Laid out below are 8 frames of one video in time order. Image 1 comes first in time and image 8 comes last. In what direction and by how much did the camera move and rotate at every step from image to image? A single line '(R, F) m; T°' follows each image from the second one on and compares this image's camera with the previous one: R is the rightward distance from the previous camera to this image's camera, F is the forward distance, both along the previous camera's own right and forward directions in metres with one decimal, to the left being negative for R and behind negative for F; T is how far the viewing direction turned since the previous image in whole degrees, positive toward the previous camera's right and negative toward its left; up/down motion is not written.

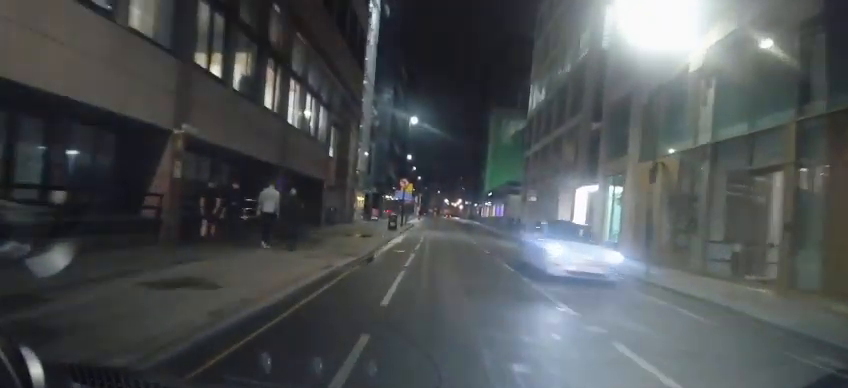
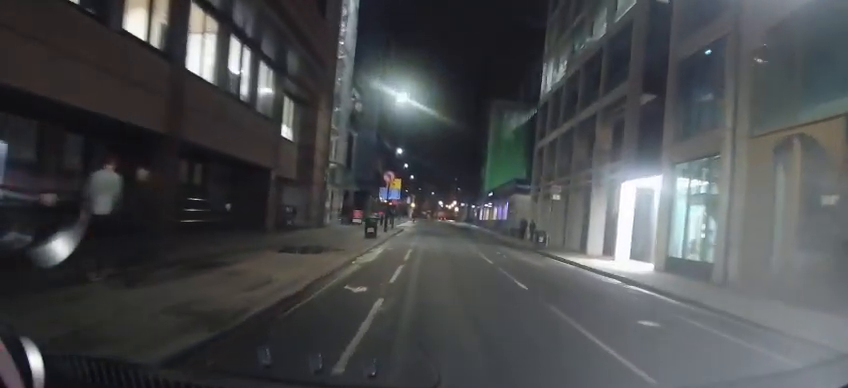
(-0.1, +8.9) m; -3°
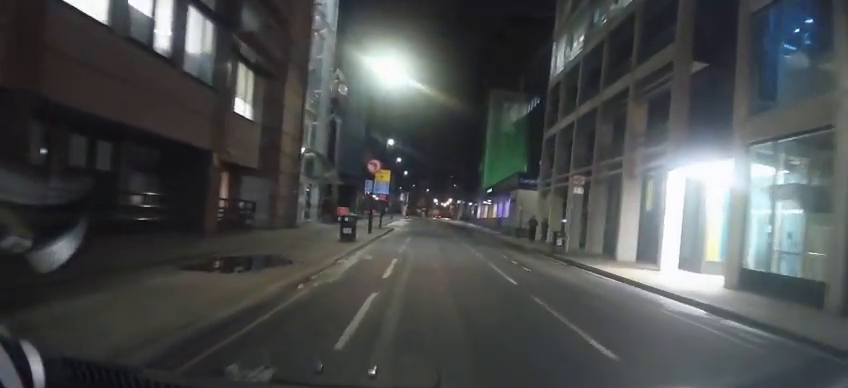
(-0.1, +5.4) m; -2°
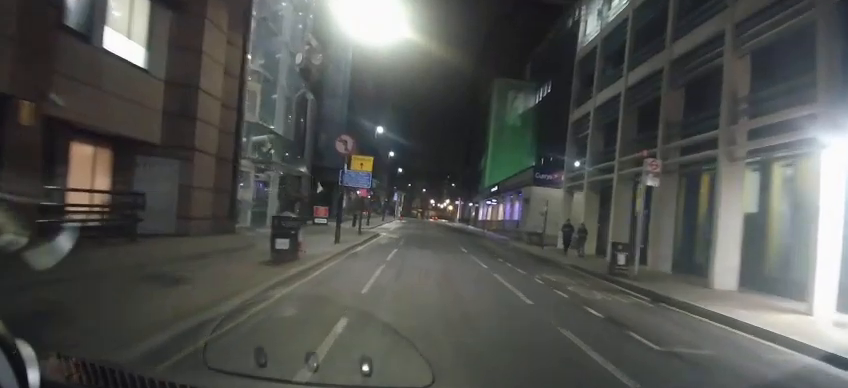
(-0.1, +8.6) m; 0°
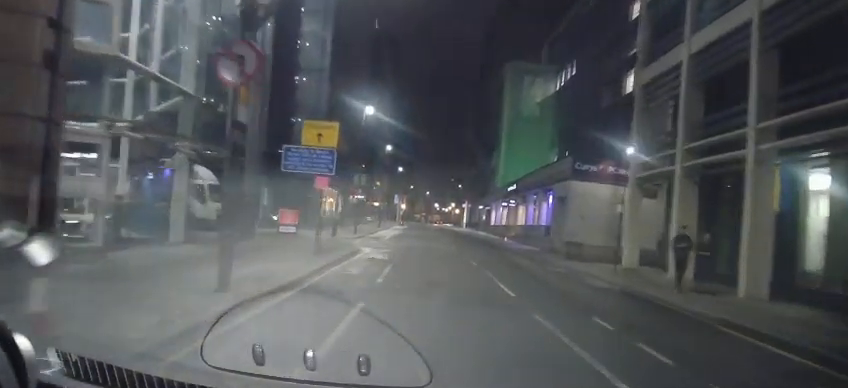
(0.0, +10.6) m; -2°
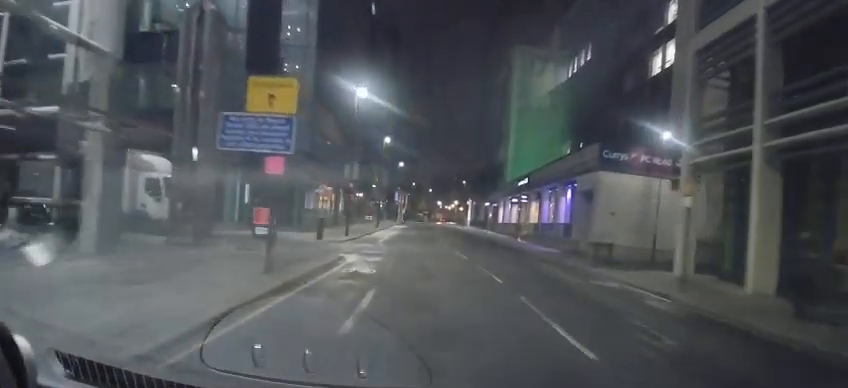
(+0.1, +4.7) m; -2°
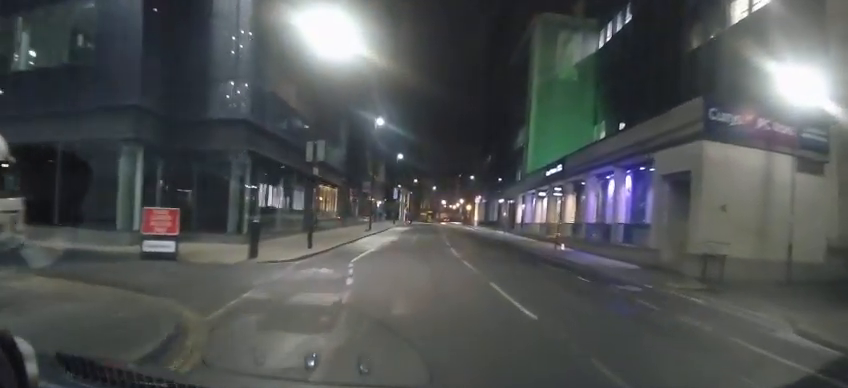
(-1.0, +10.3) m; -8°
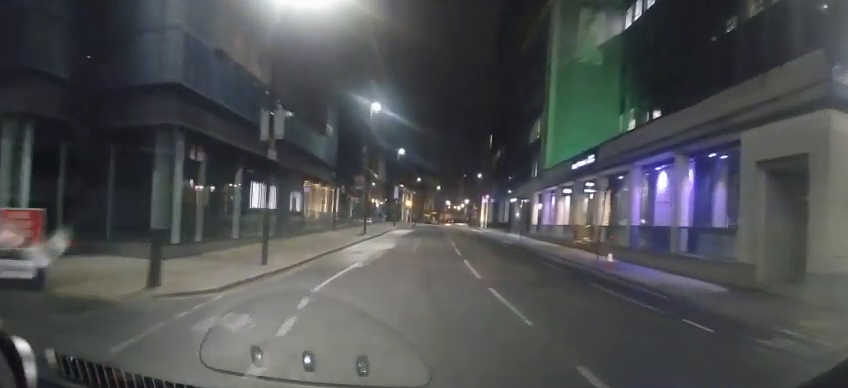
(-0.3, +6.1) m; -2°
